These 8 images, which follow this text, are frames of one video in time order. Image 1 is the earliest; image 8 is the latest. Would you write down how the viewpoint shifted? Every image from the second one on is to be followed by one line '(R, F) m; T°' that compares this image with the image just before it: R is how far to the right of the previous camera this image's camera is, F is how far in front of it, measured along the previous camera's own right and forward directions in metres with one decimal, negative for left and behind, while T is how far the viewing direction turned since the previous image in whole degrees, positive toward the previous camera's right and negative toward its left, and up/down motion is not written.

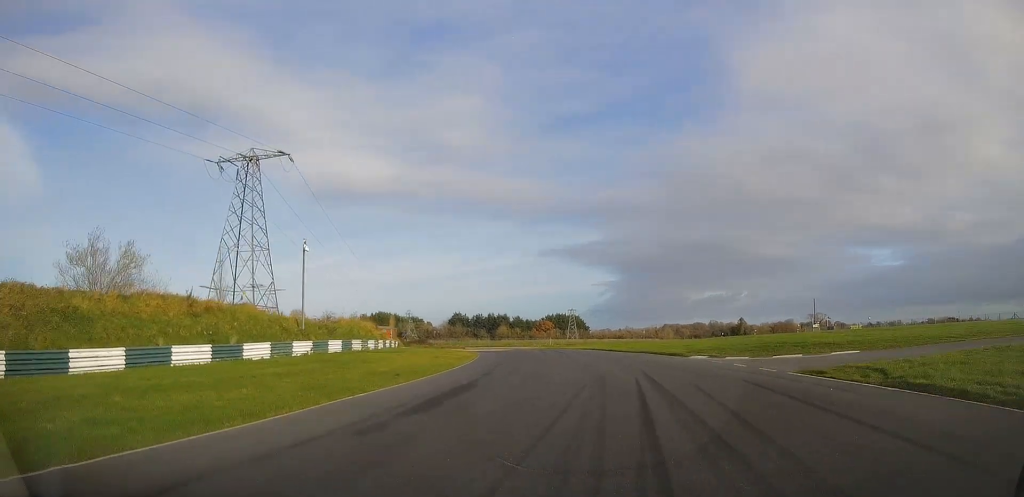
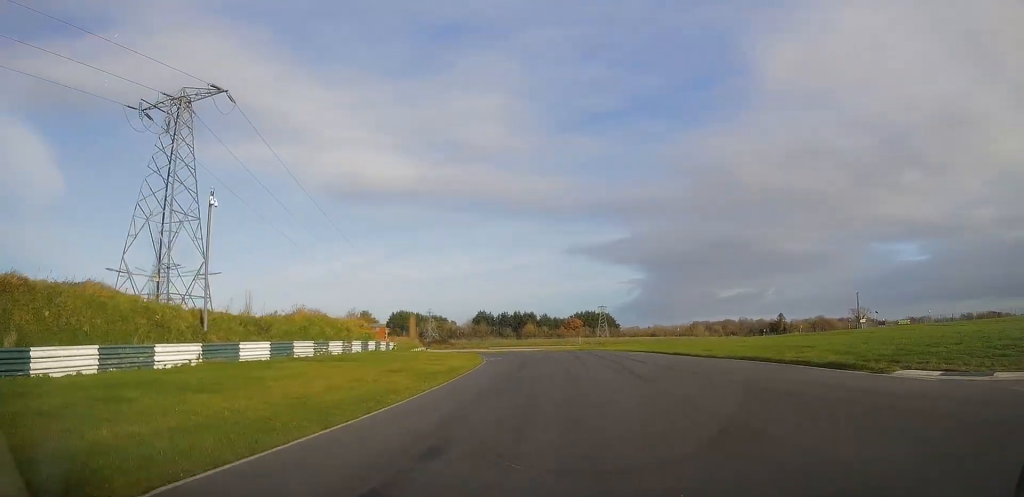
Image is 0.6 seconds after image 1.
(-0.2, +17.0) m; -3°
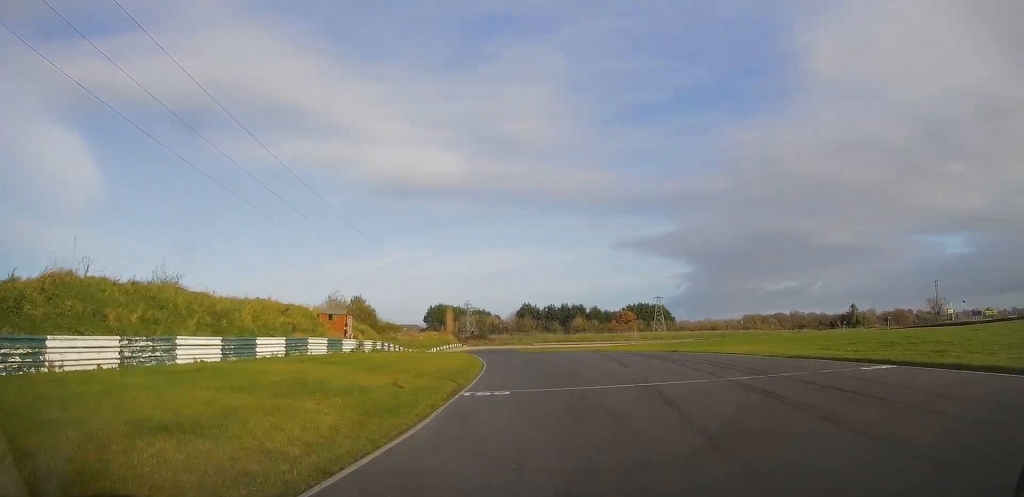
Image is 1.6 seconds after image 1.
(-1.2, +27.8) m; -5°
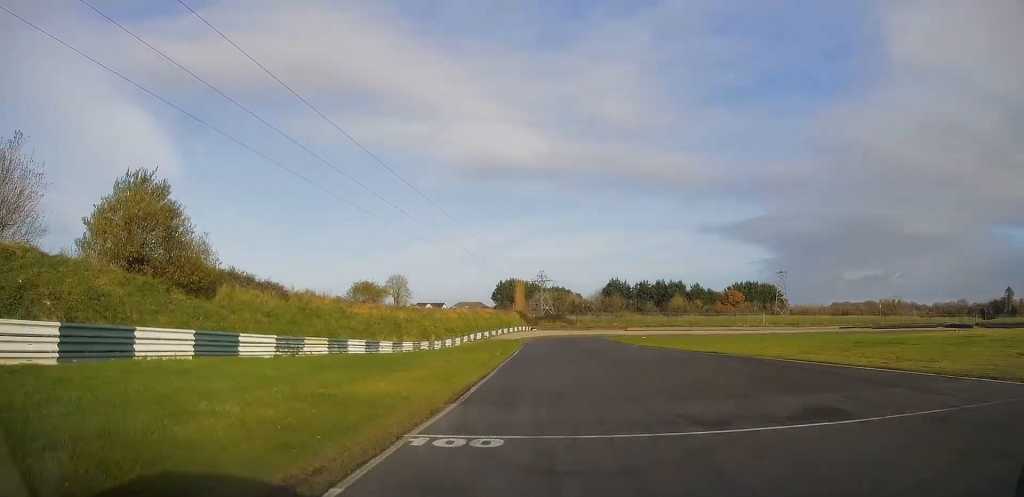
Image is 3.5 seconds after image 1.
(-4.2, +56.5) m; -7°
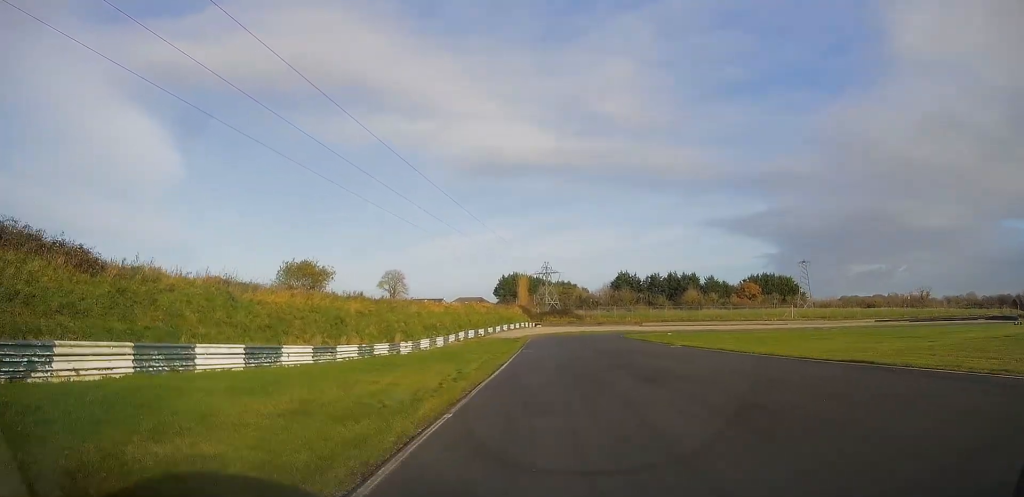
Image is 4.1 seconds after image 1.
(-0.3, +16.1) m; -1°
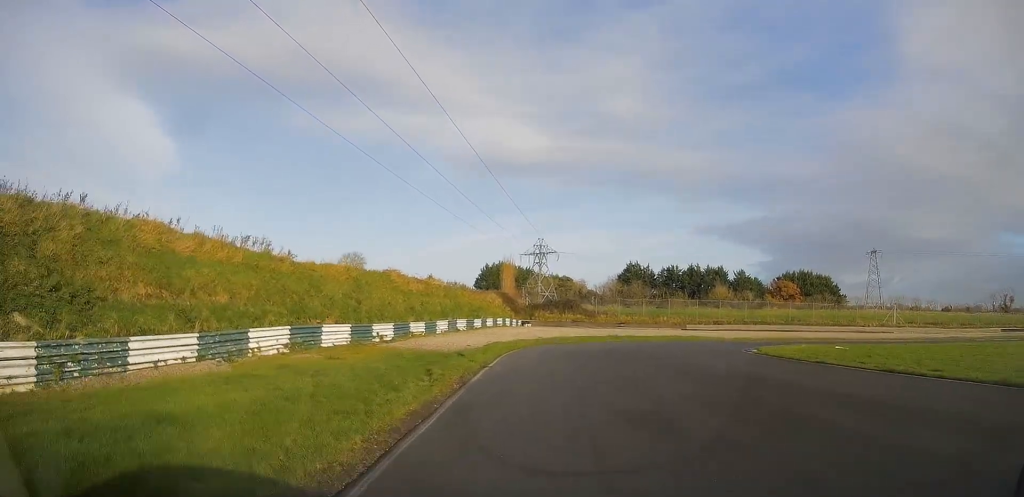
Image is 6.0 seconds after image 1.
(-0.8, +50.5) m; +1°
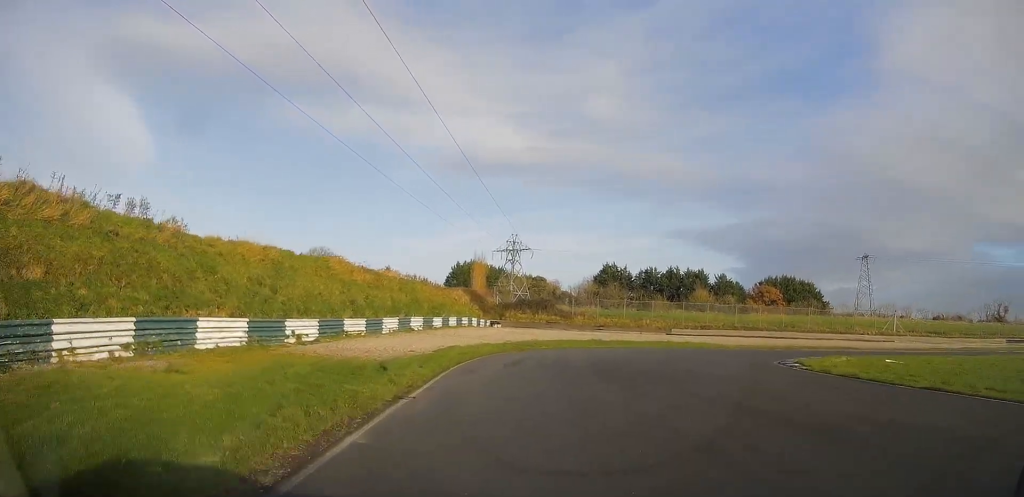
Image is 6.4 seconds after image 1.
(-0.2, +8.9) m; +2°
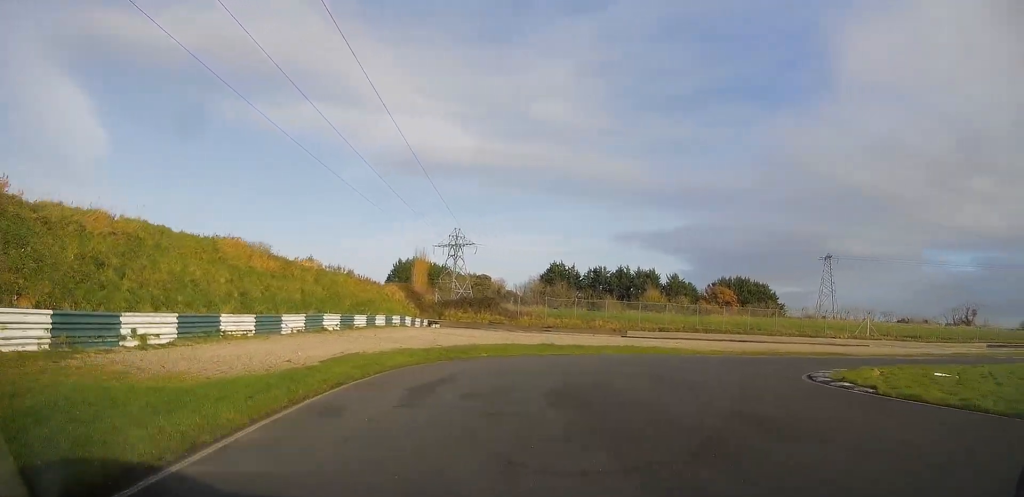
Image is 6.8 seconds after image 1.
(+0.2, +7.8) m; +4°
